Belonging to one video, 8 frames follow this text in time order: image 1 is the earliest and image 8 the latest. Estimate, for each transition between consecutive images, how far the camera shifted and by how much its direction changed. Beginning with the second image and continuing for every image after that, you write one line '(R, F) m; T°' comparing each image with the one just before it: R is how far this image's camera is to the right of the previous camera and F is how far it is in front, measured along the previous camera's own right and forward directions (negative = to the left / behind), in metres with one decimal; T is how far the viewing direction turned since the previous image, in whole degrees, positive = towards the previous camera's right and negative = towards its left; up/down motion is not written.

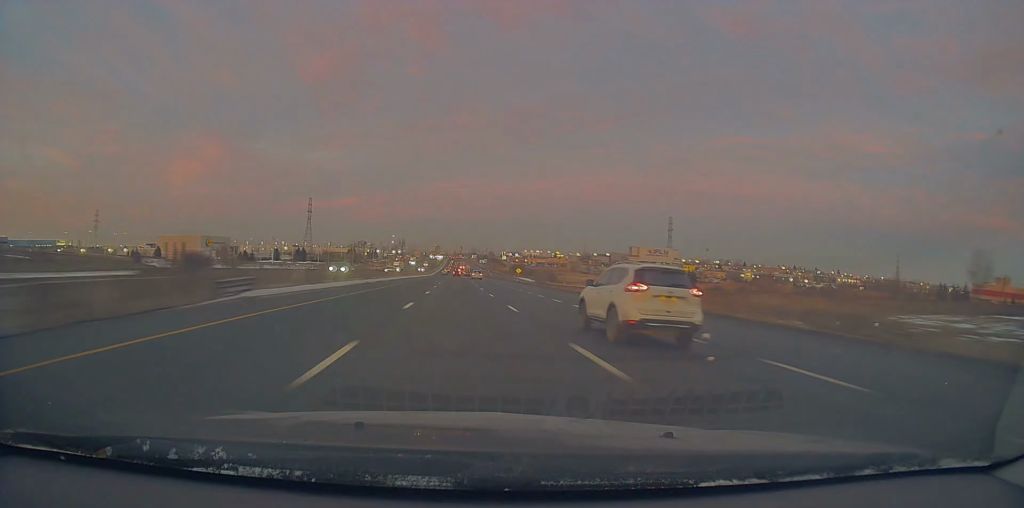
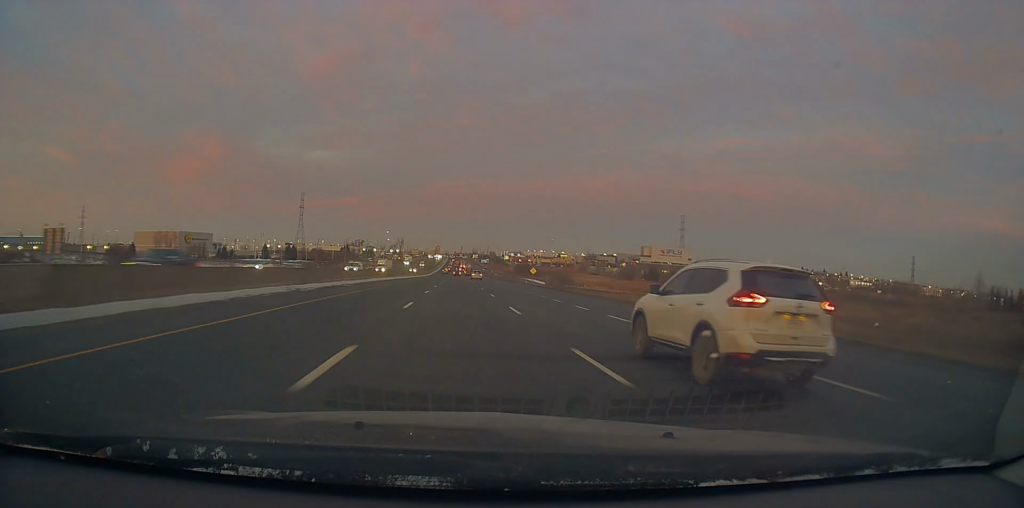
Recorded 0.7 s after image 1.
(0.0, +24.3) m; 0°
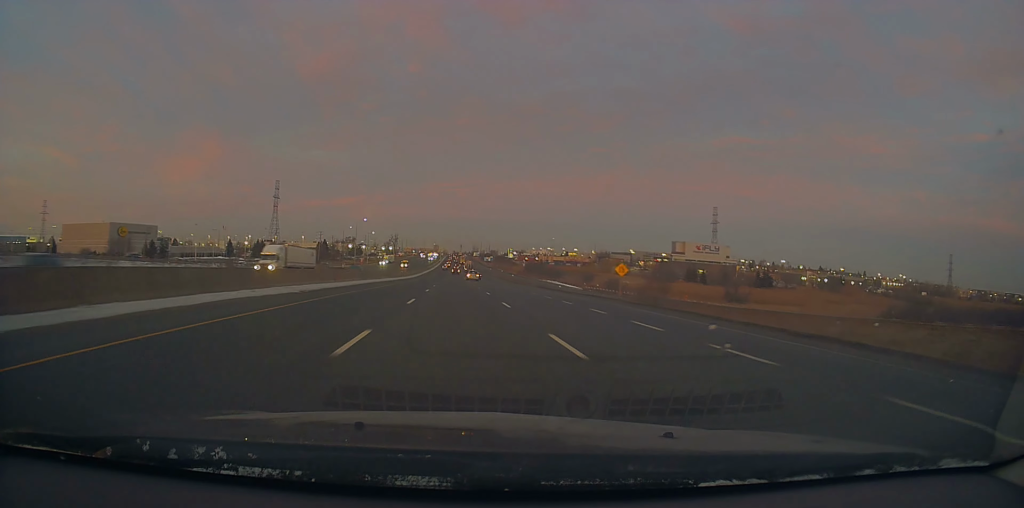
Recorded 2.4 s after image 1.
(-0.7, +58.2) m; -1°
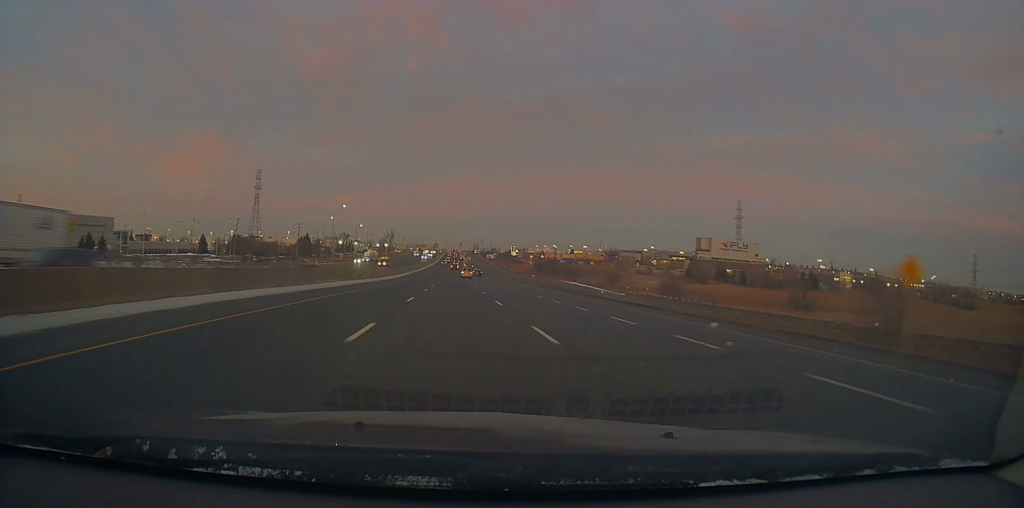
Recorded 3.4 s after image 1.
(+0.1, +35.0) m; +1°
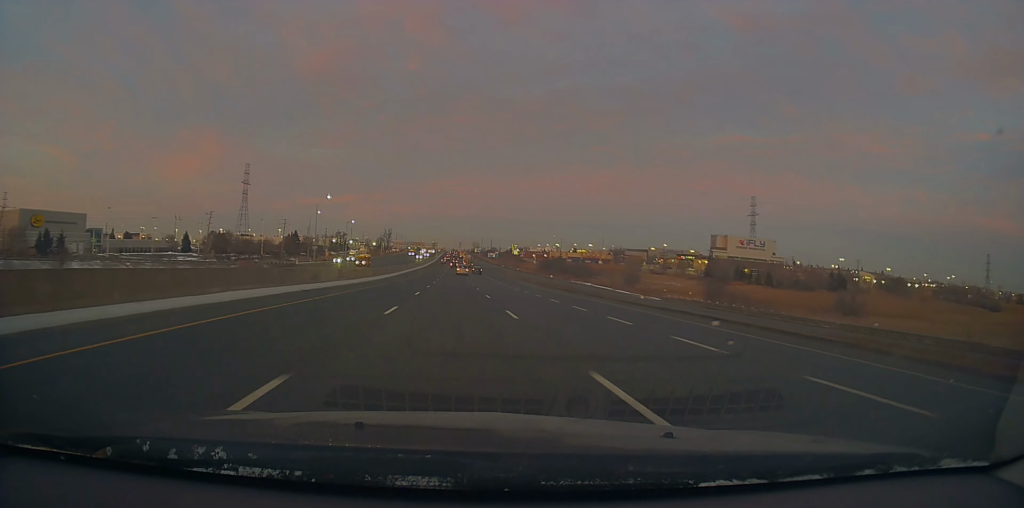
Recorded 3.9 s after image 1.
(+0.3, +18.7) m; 0°
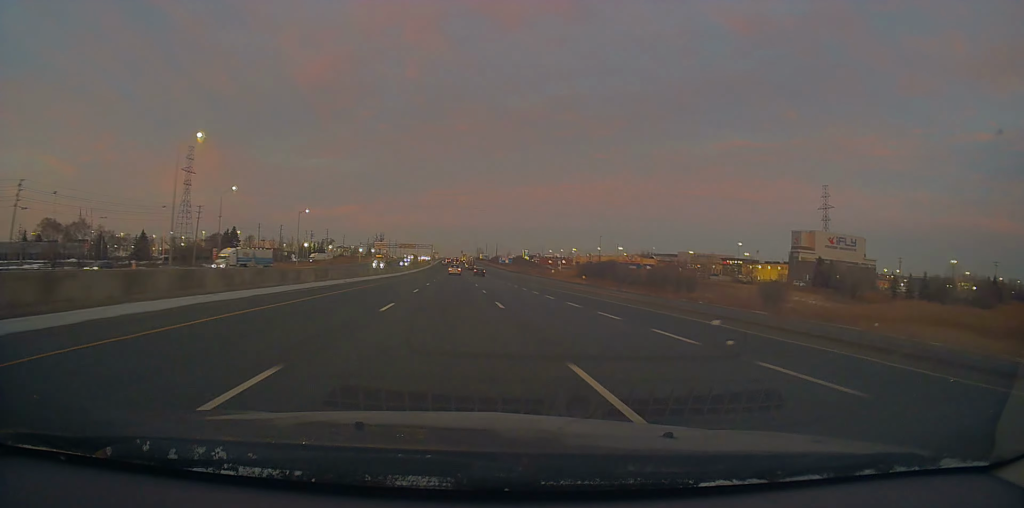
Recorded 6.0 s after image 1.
(-0.1, +72.7) m; -1°
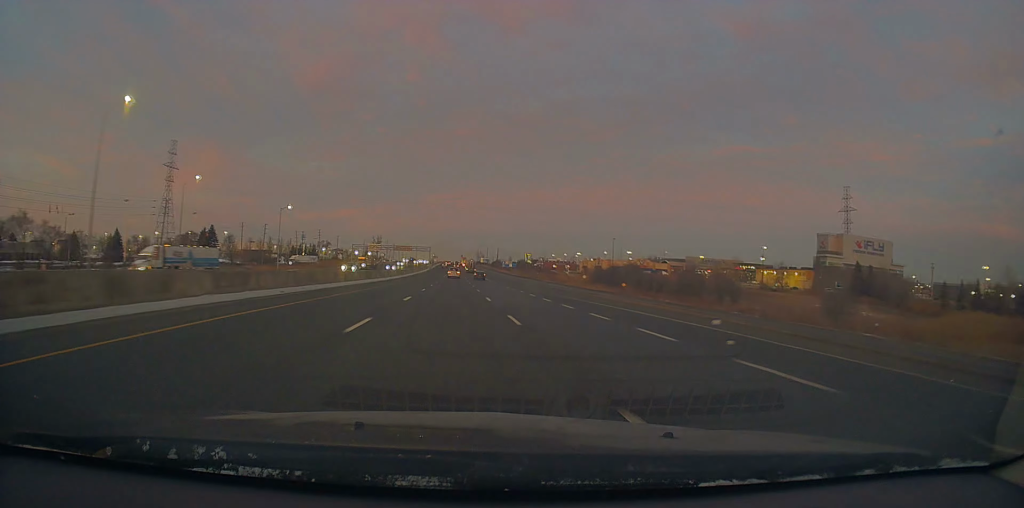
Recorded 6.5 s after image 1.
(-0.2, +17.1) m; 0°
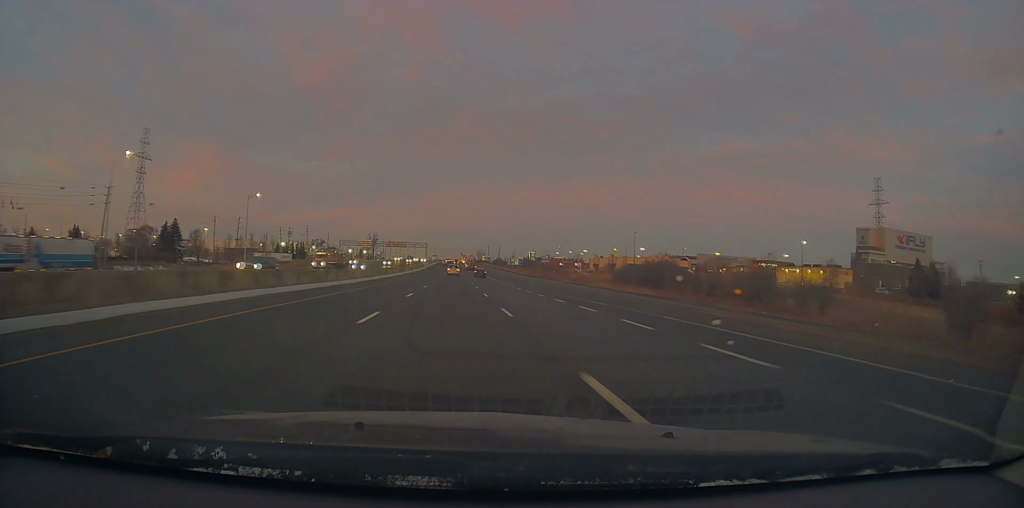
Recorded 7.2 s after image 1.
(-0.5, +22.8) m; +1°
